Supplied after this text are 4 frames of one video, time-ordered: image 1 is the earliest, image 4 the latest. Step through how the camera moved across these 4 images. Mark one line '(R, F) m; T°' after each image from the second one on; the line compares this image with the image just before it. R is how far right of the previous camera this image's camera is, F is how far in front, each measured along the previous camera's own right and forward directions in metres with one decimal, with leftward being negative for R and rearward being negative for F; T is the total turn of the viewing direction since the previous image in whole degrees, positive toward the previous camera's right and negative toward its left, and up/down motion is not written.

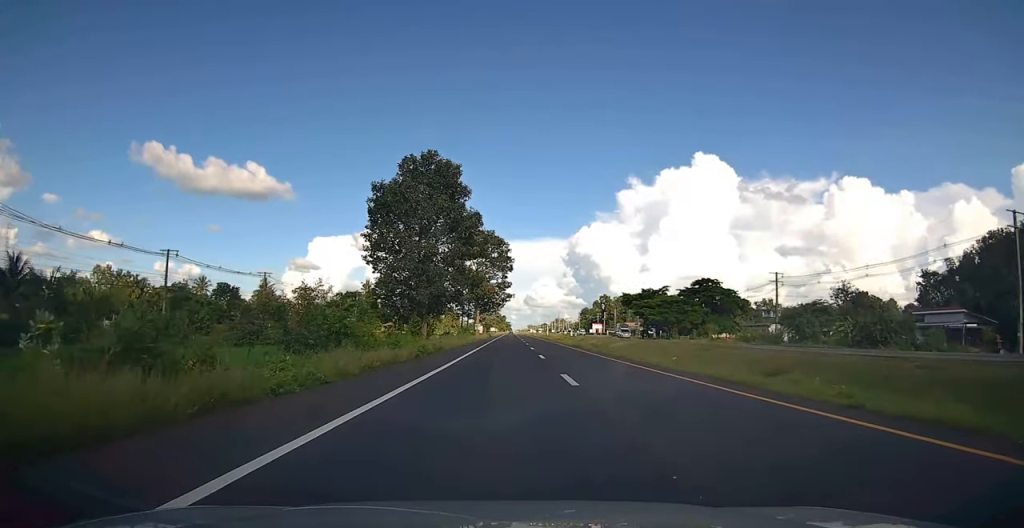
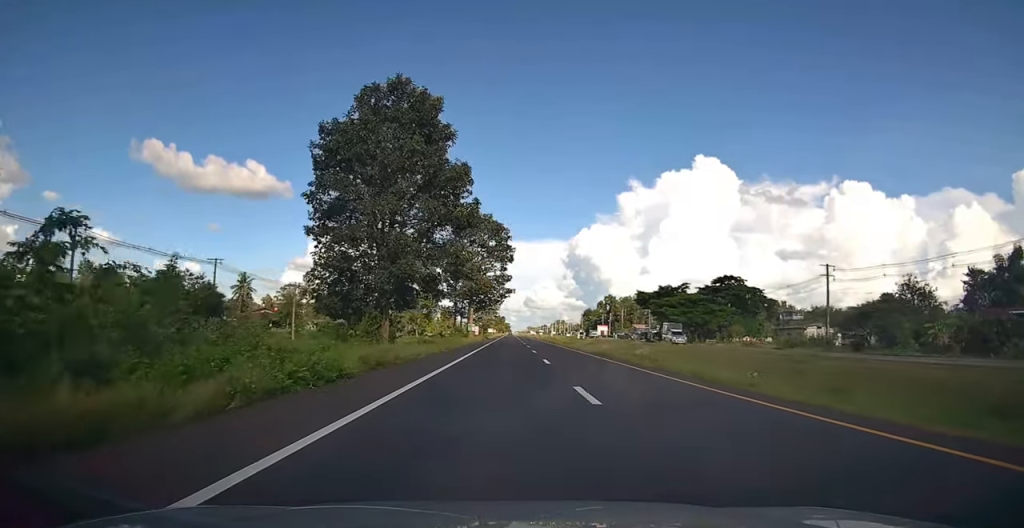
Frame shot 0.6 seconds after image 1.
(0.0, +14.8) m; 0°
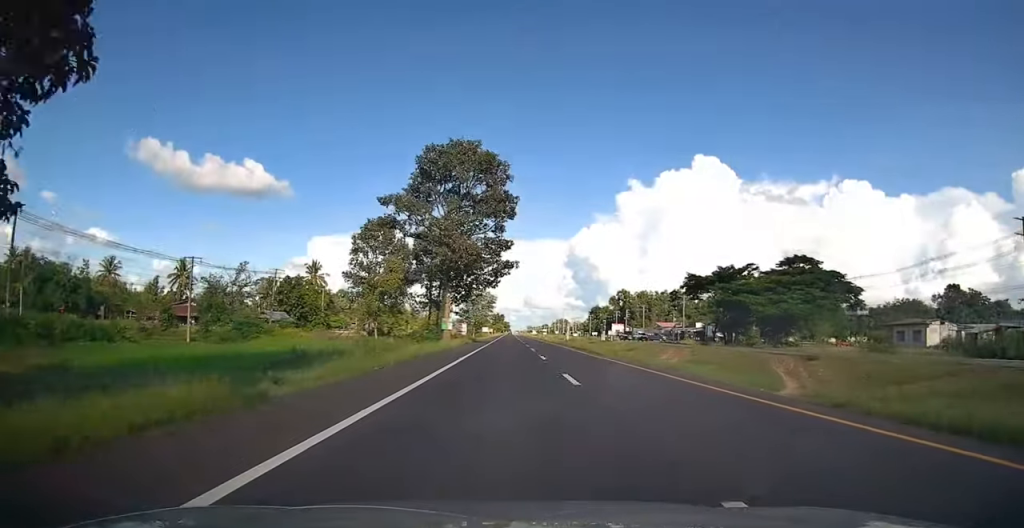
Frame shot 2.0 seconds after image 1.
(+0.1, +32.6) m; 0°
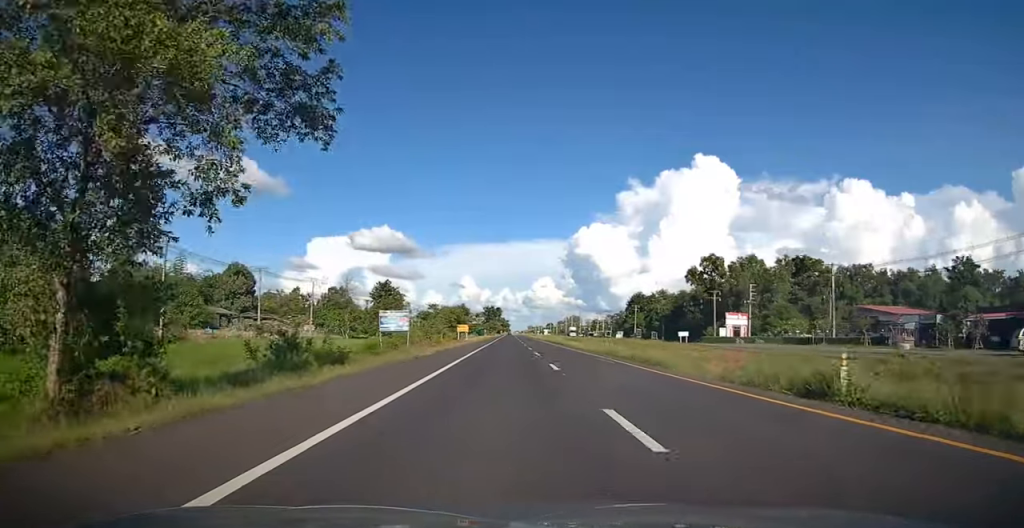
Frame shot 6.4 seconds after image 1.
(+0.7, +103.7) m; 0°
